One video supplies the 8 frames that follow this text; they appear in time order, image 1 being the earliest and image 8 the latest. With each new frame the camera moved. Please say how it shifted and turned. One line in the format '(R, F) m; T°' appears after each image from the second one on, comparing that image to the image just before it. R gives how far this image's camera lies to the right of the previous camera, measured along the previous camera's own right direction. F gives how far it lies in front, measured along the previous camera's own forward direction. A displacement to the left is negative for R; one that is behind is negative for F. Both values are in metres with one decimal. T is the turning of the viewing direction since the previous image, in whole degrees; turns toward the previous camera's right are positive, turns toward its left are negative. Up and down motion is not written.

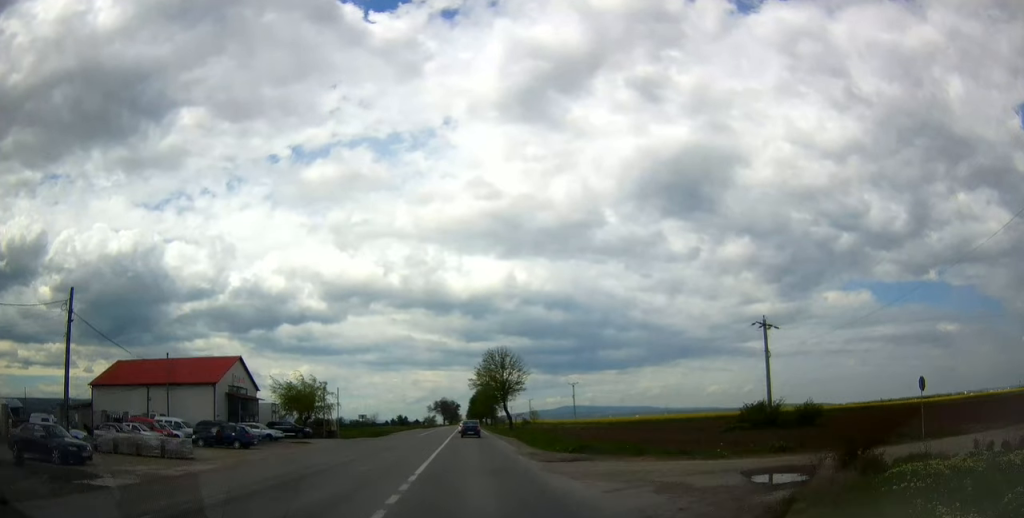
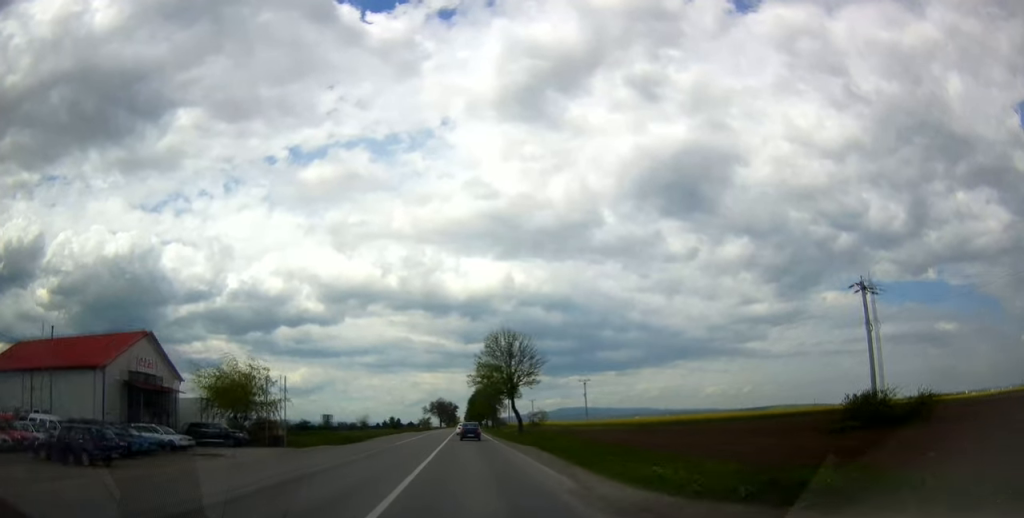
(+0.1, +17.4) m; 0°
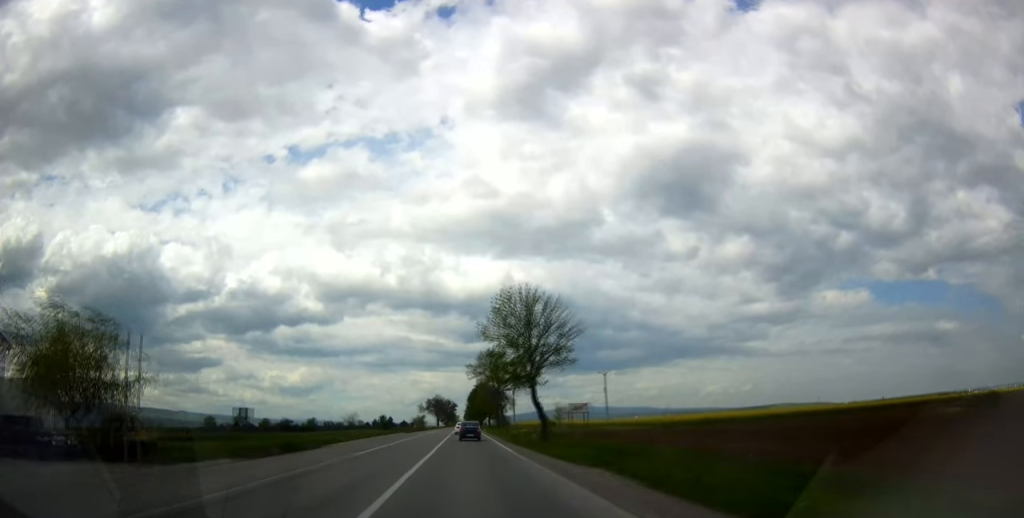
(-0.6, +20.4) m; +1°
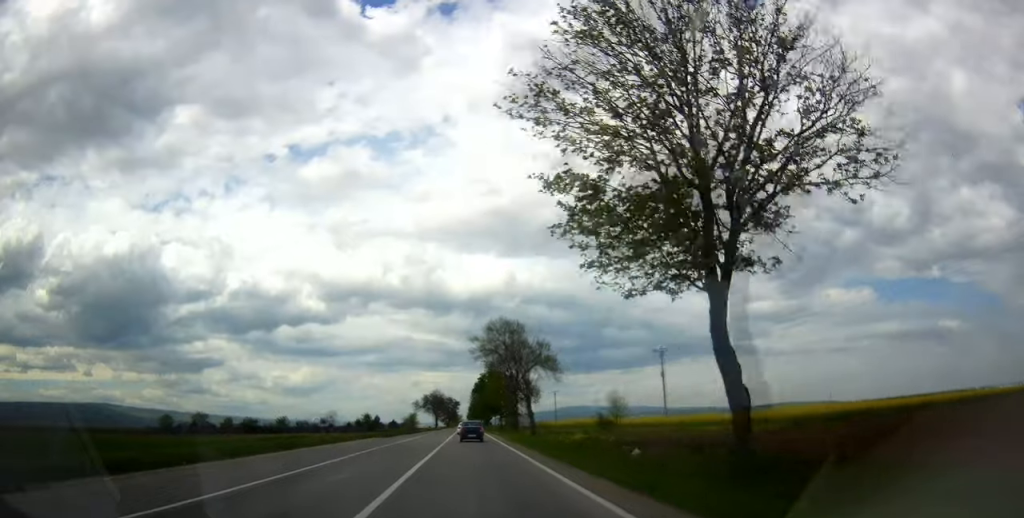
(+0.7, +33.6) m; -1°
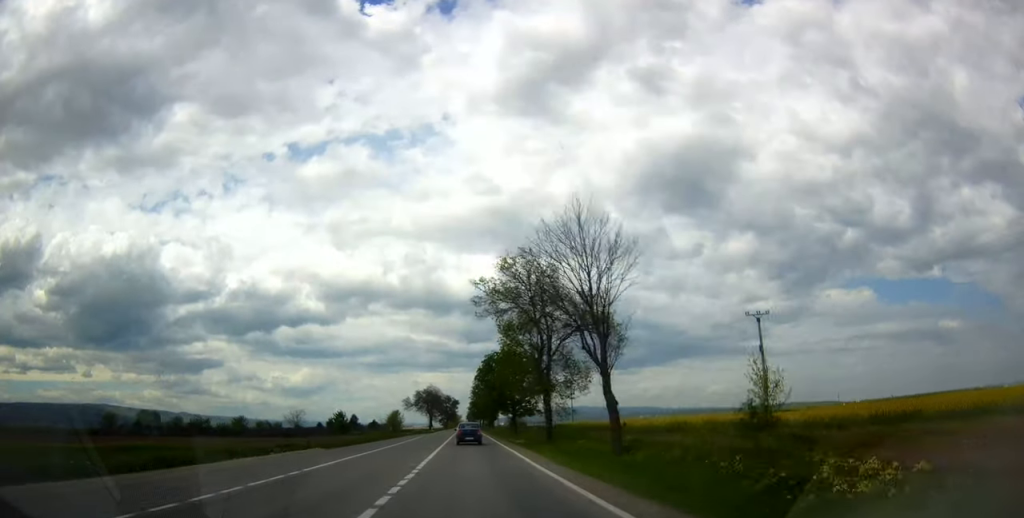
(-1.1, +30.5) m; -1°
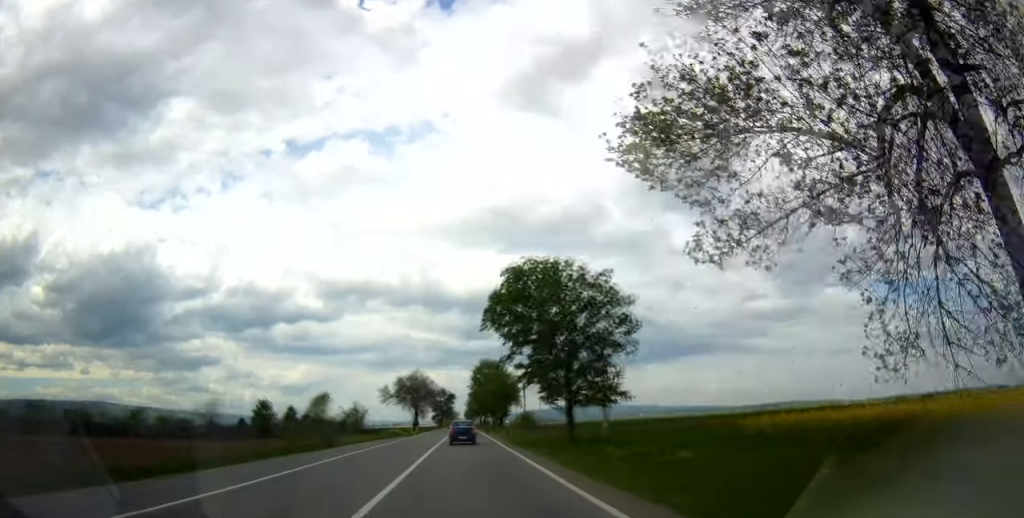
(+1.2, +42.2) m; +2°
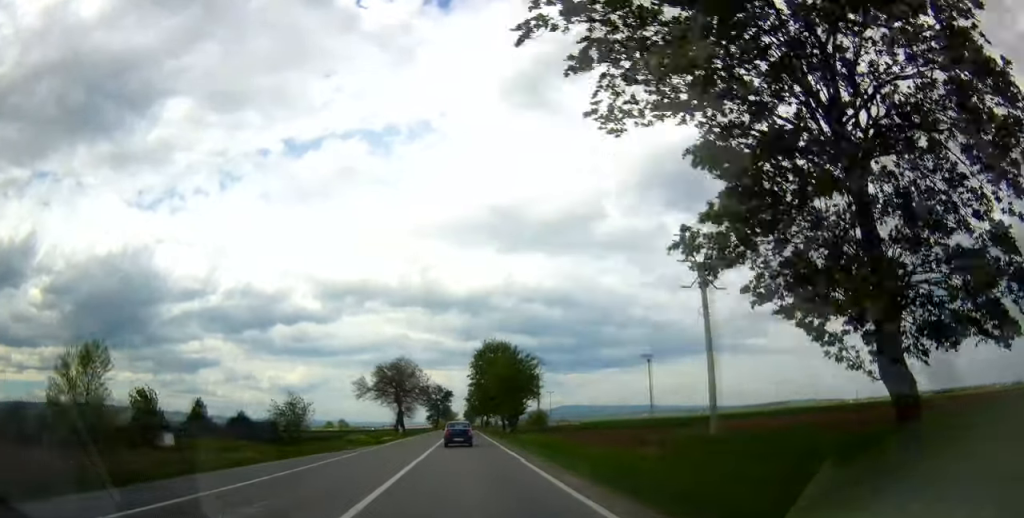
(-0.1, +27.6) m; 0°
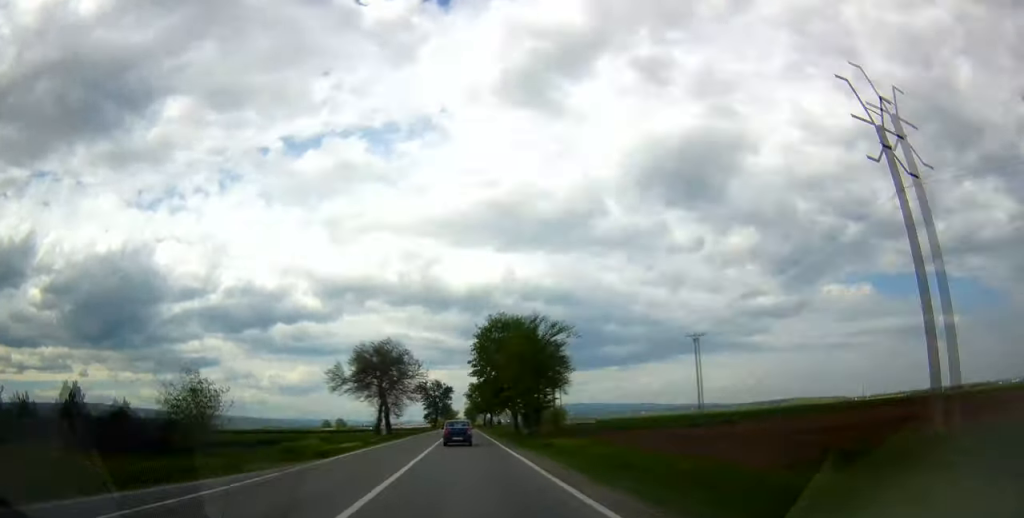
(+0.4, +18.7) m; 0°
